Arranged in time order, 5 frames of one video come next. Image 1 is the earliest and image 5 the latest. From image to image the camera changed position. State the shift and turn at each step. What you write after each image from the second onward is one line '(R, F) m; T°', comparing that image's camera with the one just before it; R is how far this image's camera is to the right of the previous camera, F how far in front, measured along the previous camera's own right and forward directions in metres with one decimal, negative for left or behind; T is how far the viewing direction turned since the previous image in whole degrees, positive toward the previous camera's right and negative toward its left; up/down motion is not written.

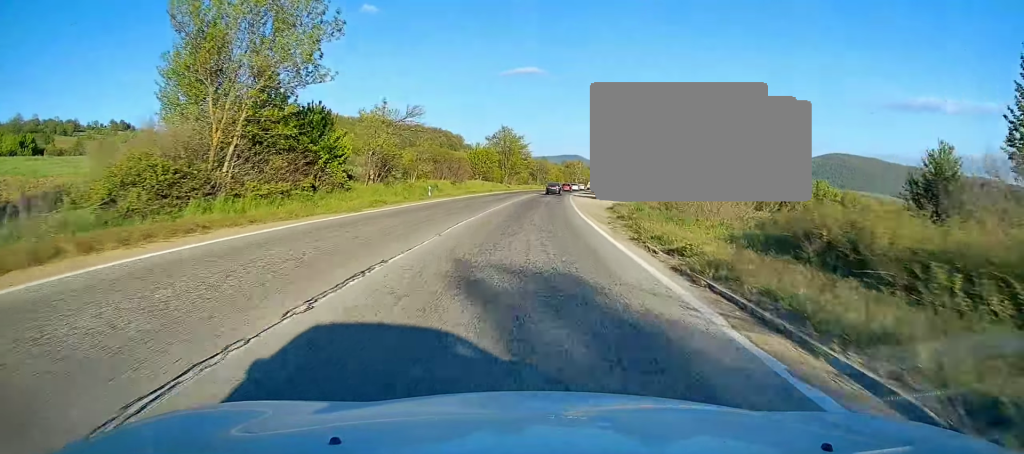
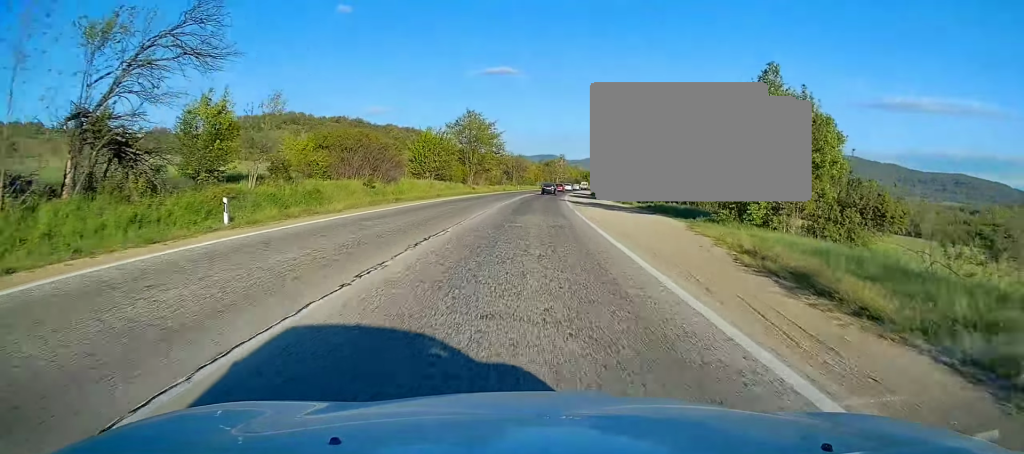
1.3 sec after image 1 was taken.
(+0.7, +27.8) m; +2°
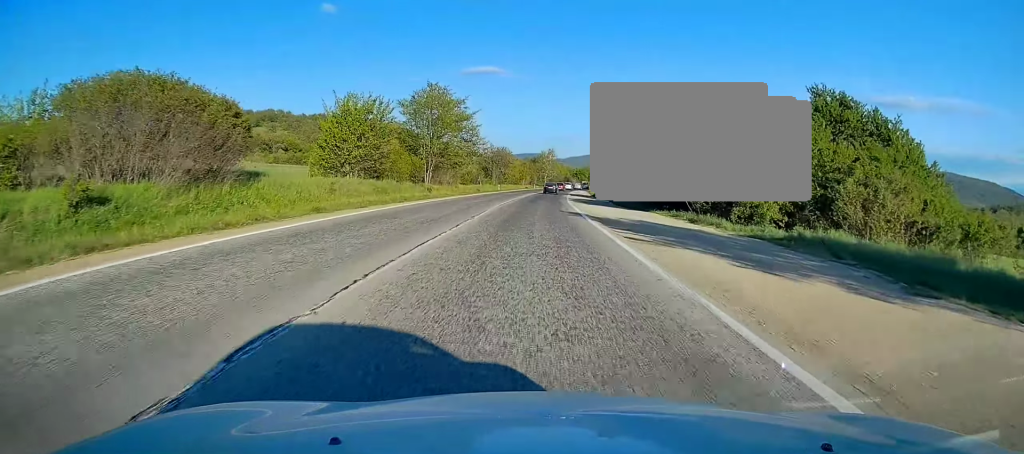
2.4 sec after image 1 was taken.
(+0.3, +25.9) m; +1°
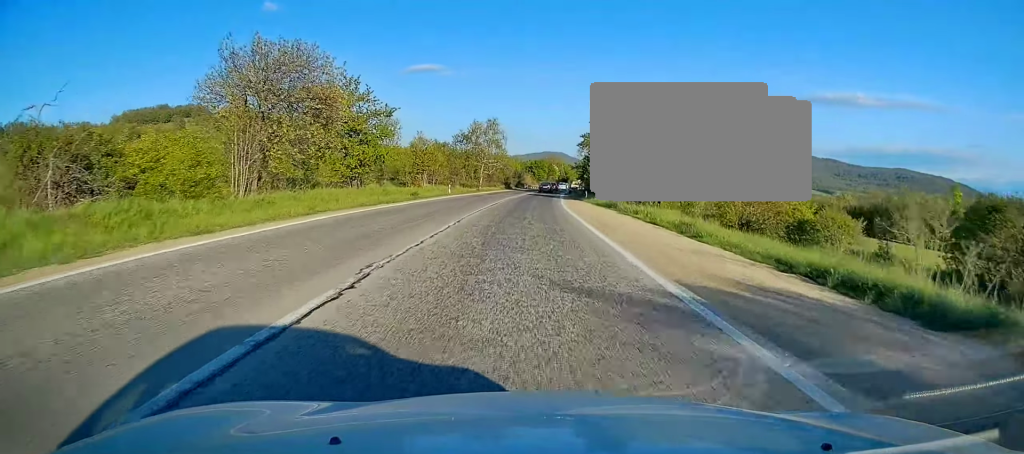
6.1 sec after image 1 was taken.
(+2.8, +82.2) m; +4°
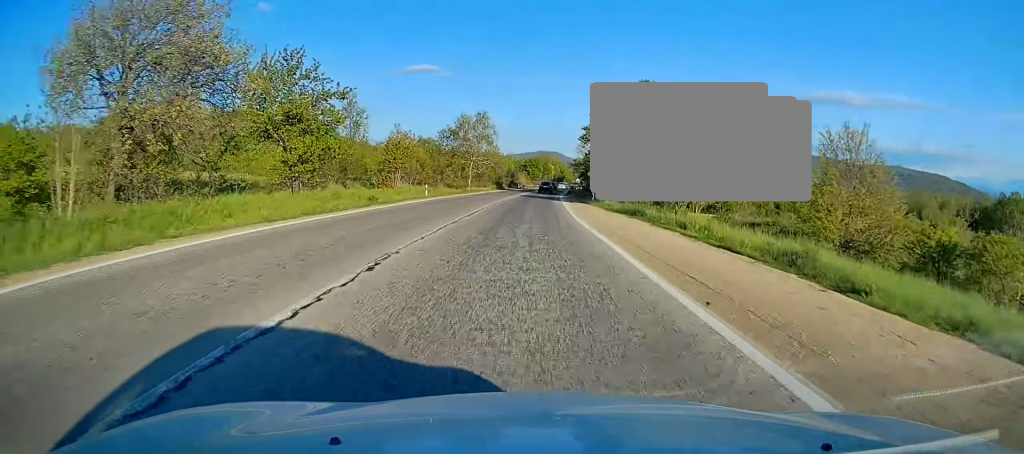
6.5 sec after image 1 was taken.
(0.0, +10.1) m; +1°
